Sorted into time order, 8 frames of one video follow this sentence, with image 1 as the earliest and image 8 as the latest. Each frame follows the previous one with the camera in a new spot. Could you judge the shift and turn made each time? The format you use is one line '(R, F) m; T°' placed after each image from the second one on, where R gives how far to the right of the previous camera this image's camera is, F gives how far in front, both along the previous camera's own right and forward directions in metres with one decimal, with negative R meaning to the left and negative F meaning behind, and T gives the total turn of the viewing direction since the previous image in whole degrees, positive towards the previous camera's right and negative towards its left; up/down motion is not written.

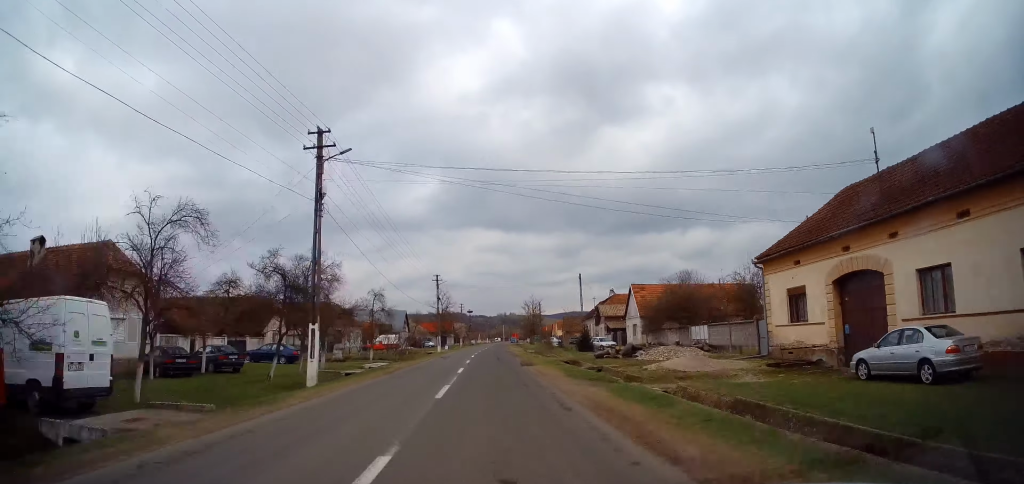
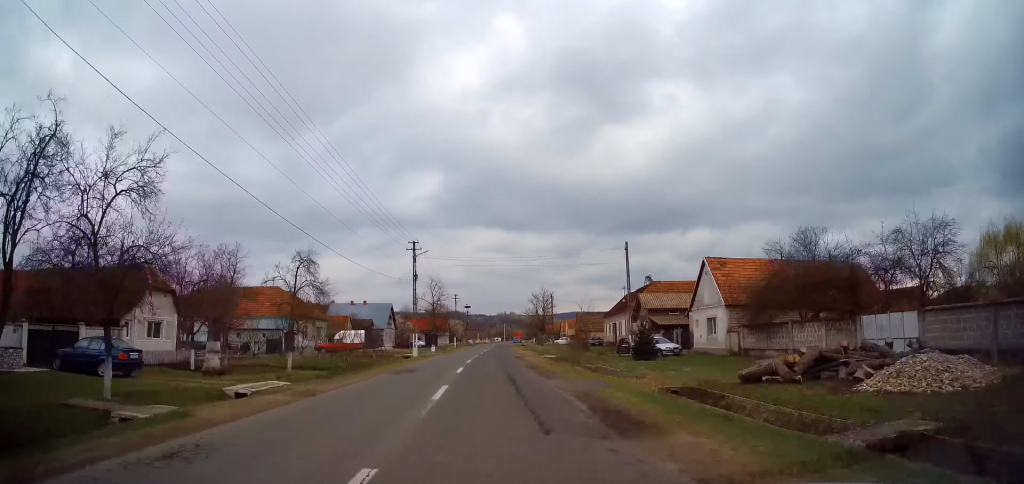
(0.0, +18.9) m; +1°
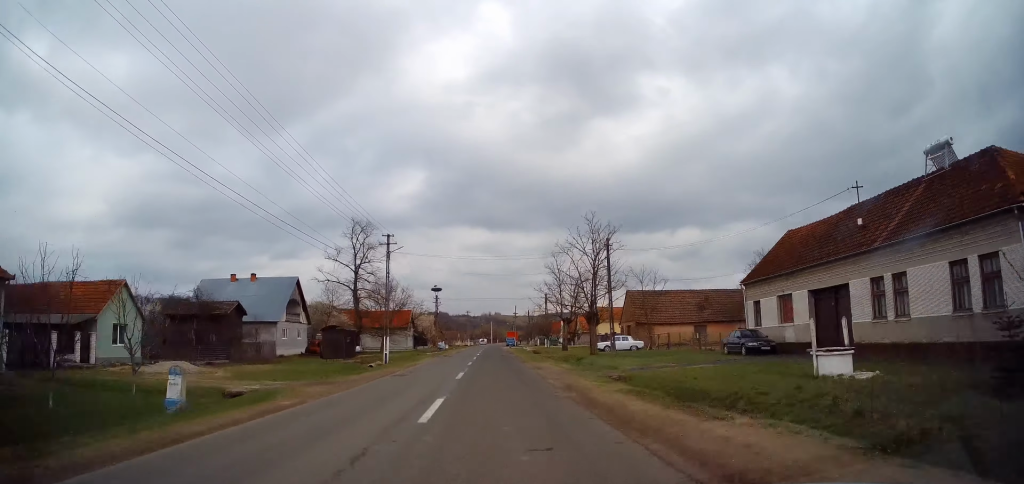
(+0.7, +47.2) m; 0°
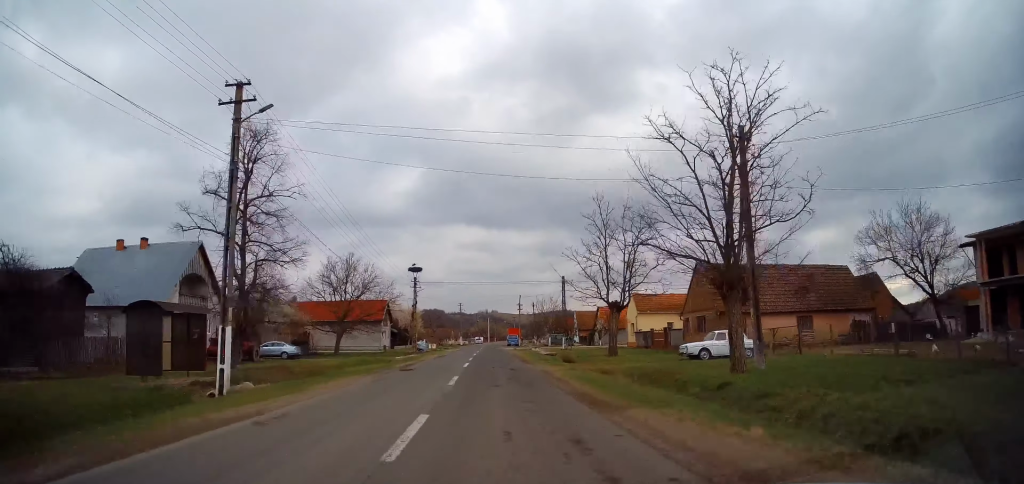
(-0.1, +21.1) m; +1°
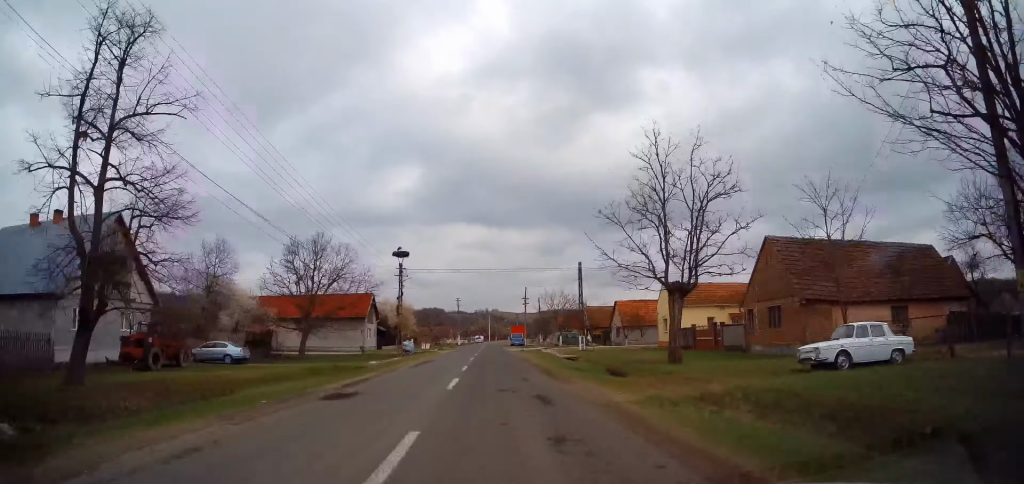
(+0.2, +10.5) m; +1°
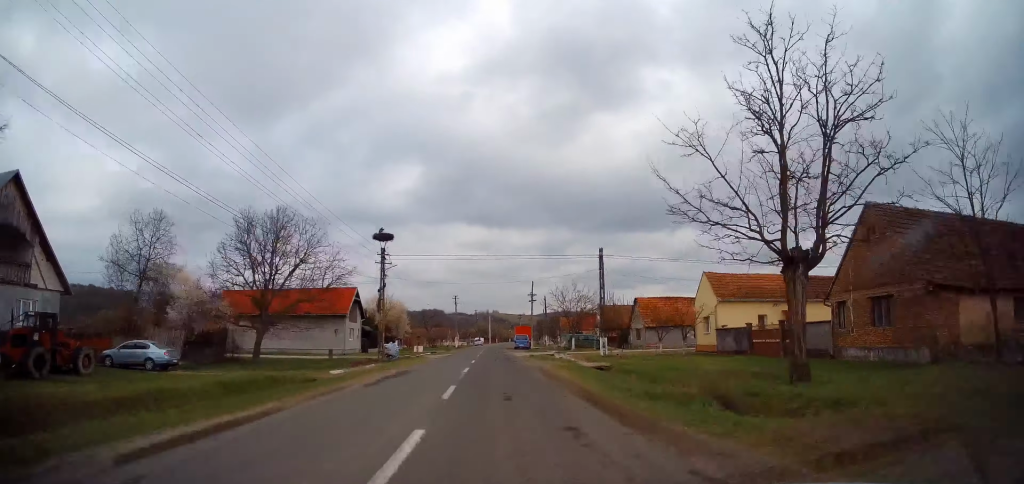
(0.0, +9.0) m; 0°
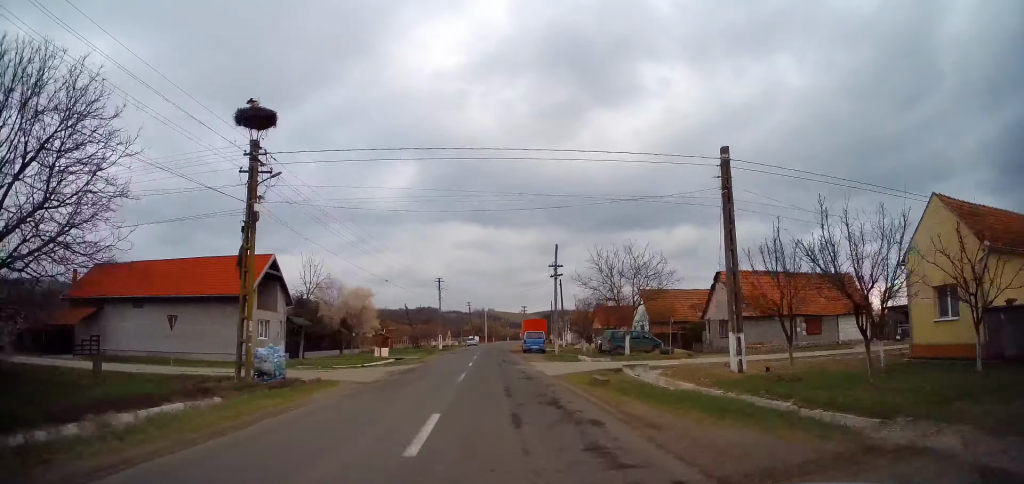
(0.0, +22.8) m; +1°
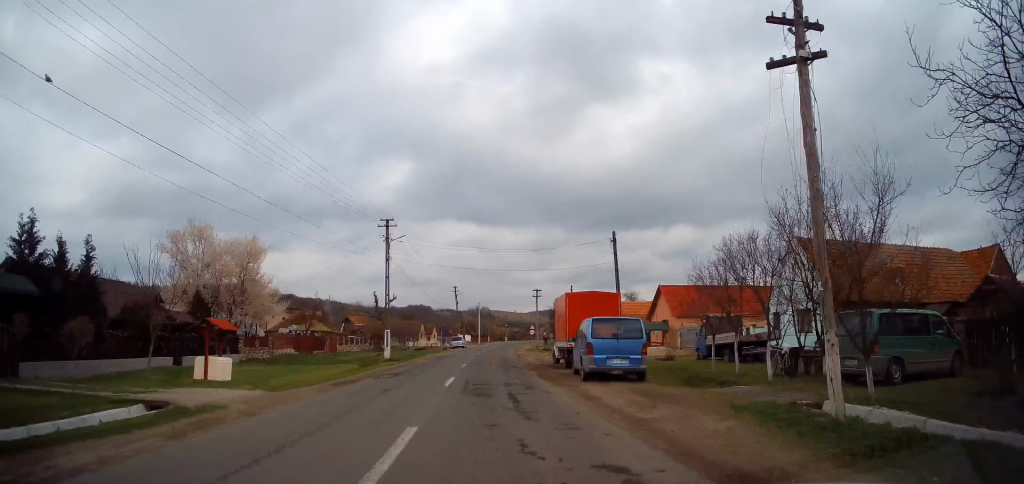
(+0.6, +29.5) m; +1°
